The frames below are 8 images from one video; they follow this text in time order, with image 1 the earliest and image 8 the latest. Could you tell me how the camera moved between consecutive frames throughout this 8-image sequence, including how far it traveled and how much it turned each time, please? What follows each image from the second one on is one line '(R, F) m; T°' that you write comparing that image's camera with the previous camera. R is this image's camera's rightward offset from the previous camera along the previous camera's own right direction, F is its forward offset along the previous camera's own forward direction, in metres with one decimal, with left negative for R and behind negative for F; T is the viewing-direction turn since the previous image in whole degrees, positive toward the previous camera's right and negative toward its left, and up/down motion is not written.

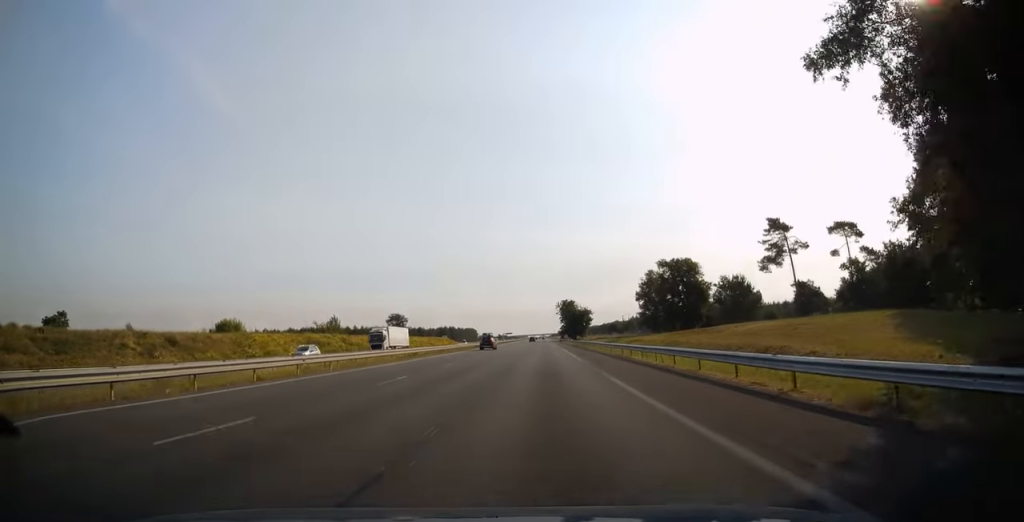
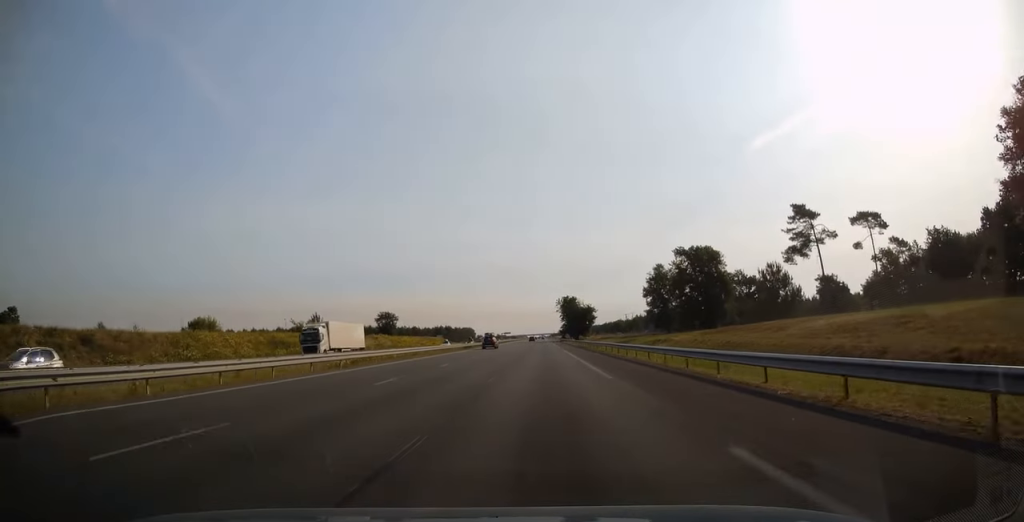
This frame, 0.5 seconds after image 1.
(+0.2, +14.4) m; 0°
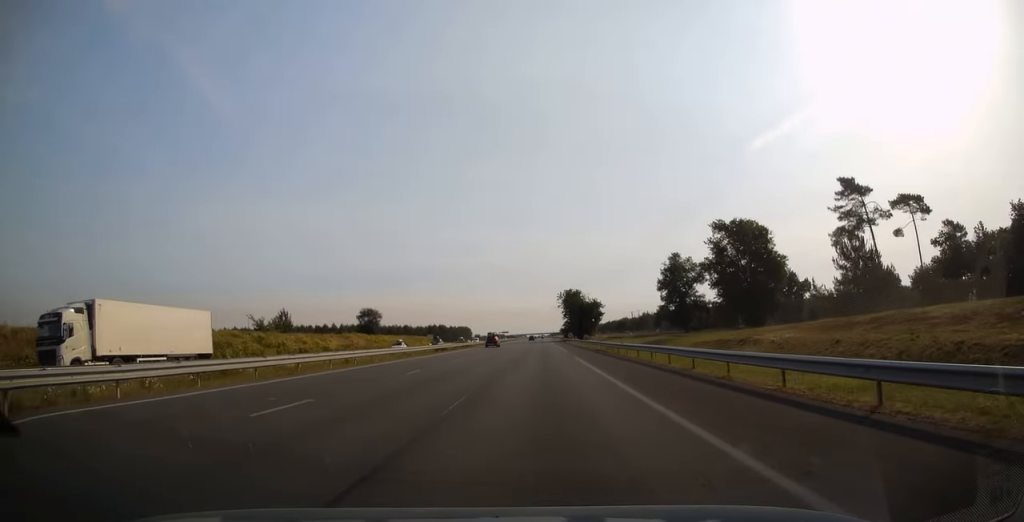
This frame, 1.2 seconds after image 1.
(+0.1, +21.3) m; 0°
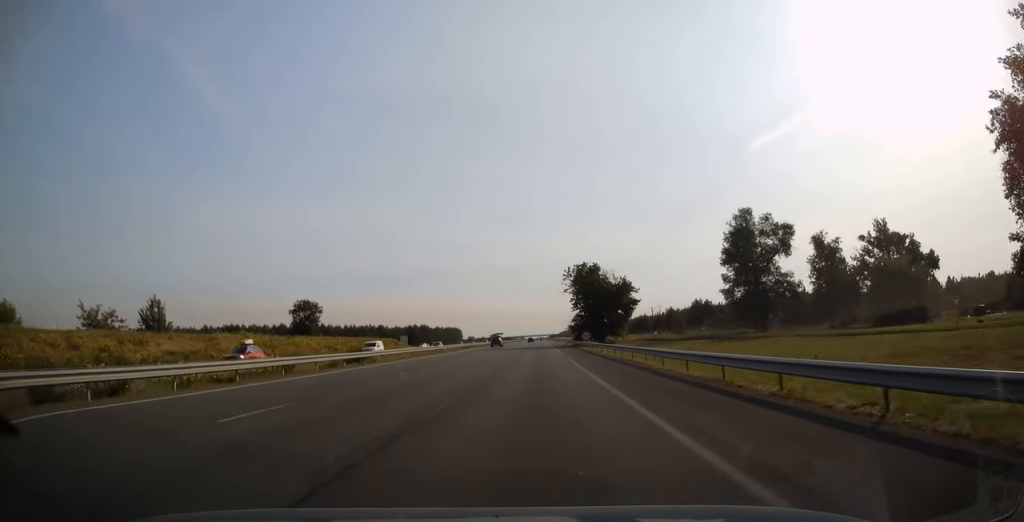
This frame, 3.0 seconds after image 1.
(0.0, +52.8) m; 0°
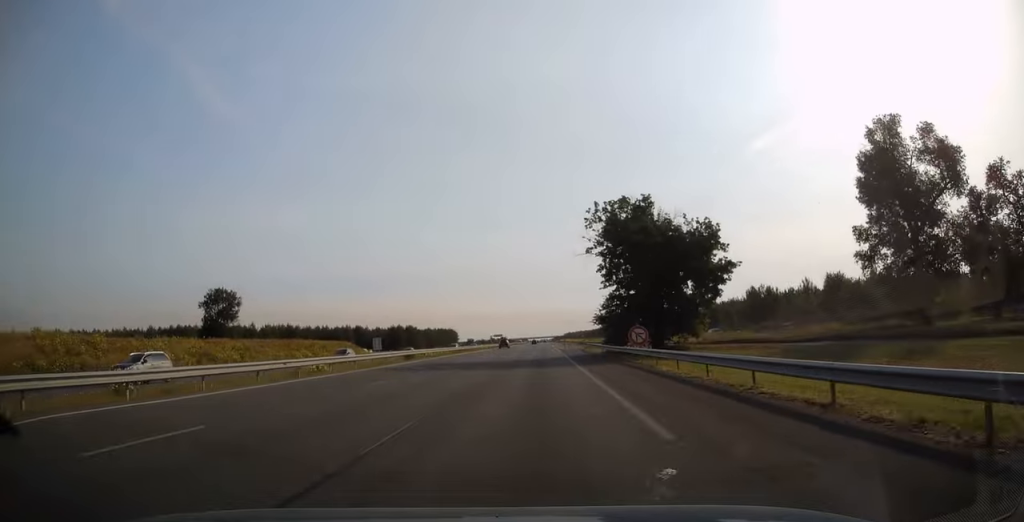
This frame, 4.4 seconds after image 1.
(-0.4, +42.5) m; -1°
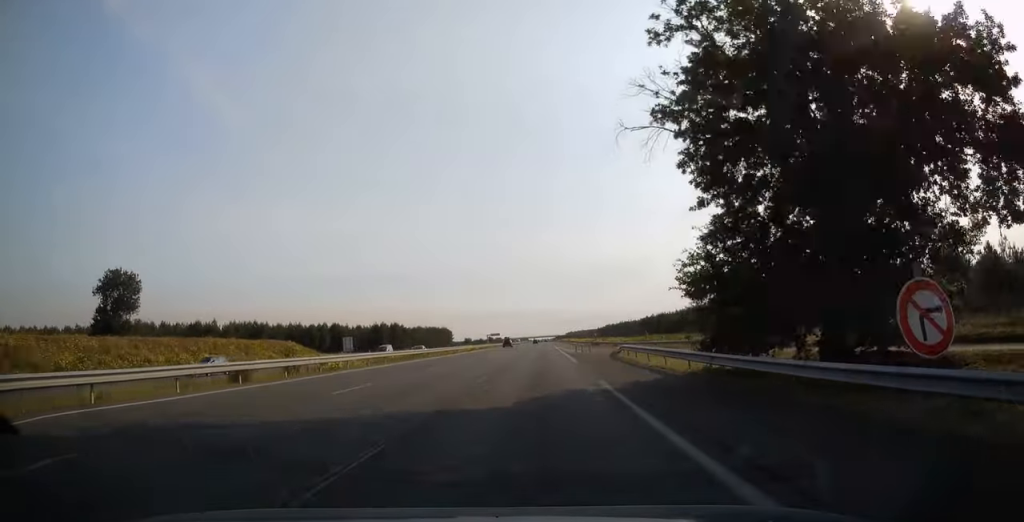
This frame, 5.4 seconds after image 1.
(-0.1, +29.7) m; 0°
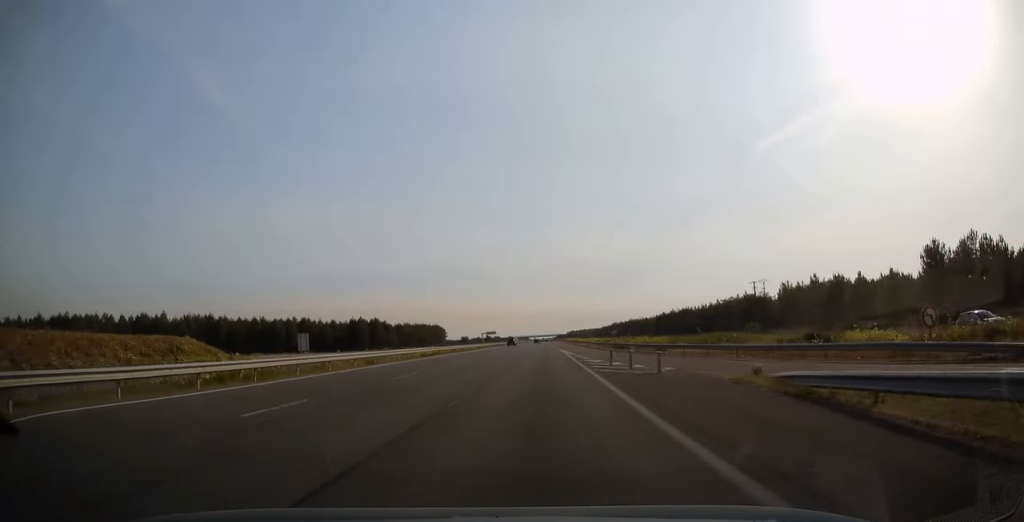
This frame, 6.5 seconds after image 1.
(+0.2, +31.1) m; 0°
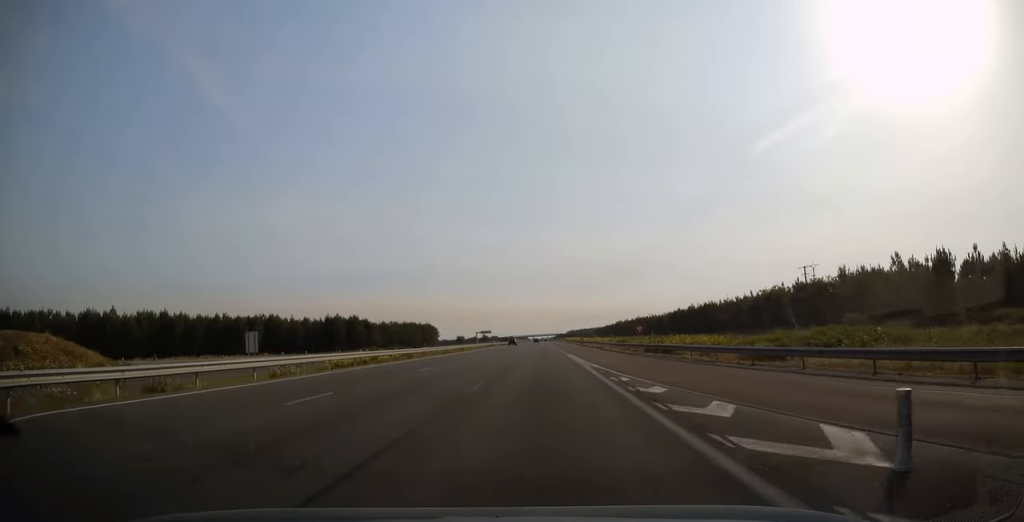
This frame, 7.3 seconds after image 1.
(0.0, +24.1) m; 0°
